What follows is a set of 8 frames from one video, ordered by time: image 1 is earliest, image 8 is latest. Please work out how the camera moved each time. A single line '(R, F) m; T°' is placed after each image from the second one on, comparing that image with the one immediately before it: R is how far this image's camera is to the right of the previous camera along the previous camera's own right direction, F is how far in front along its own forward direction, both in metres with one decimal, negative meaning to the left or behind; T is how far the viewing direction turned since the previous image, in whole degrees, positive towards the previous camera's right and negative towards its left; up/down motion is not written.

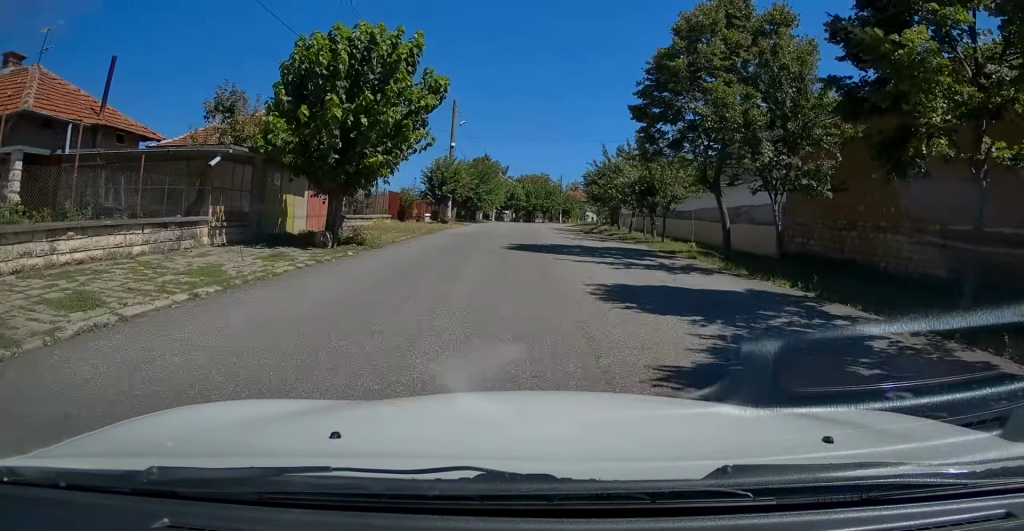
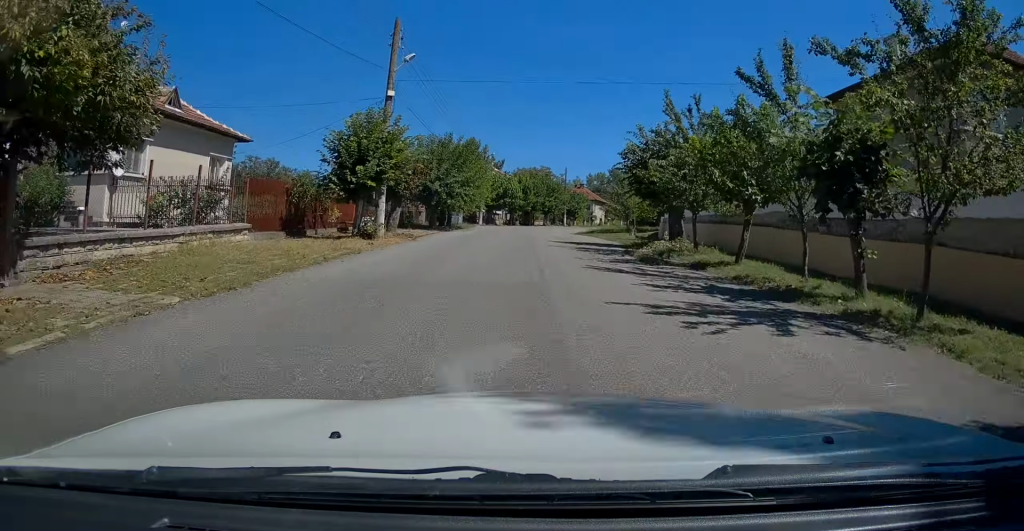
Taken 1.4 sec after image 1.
(+0.4, +17.0) m; +2°
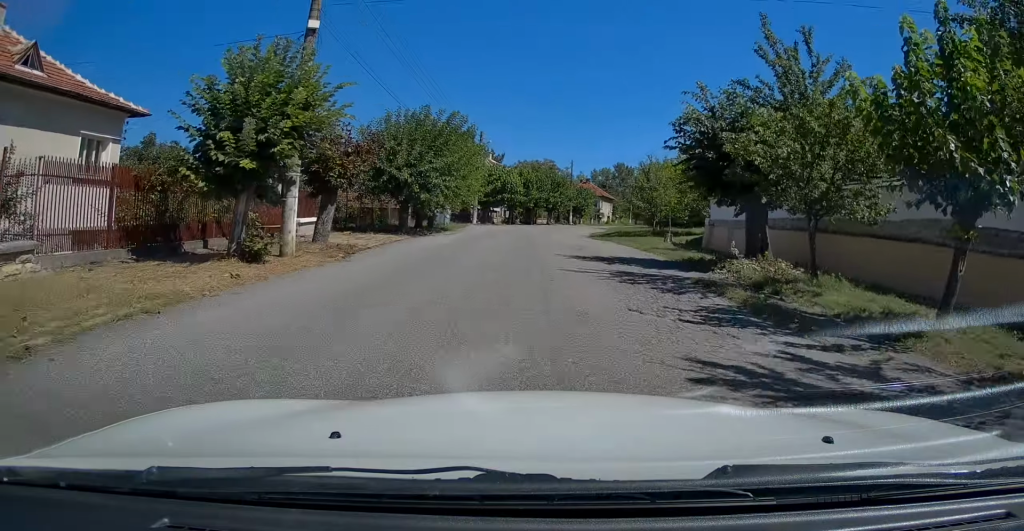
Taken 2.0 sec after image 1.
(0.0, +8.1) m; -1°
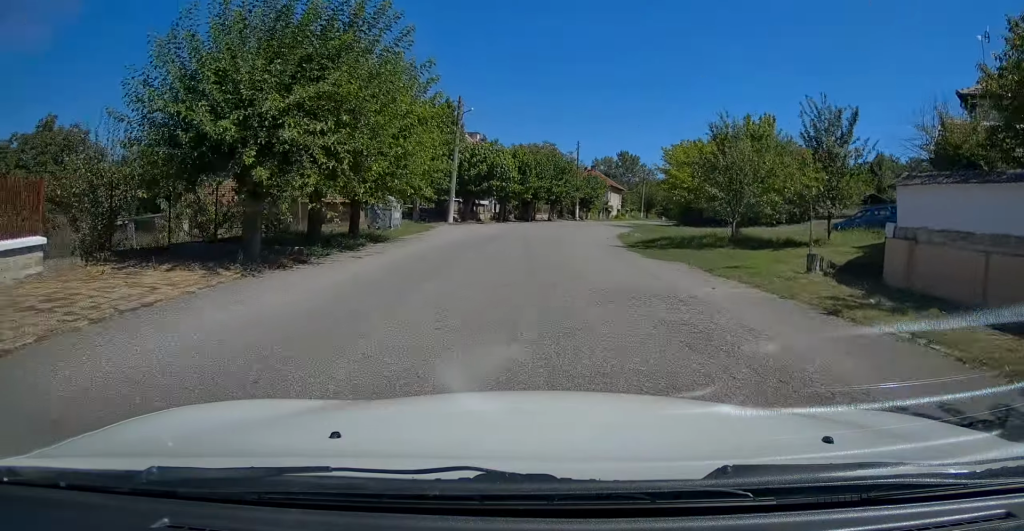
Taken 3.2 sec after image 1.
(-0.3, +13.6) m; 0°
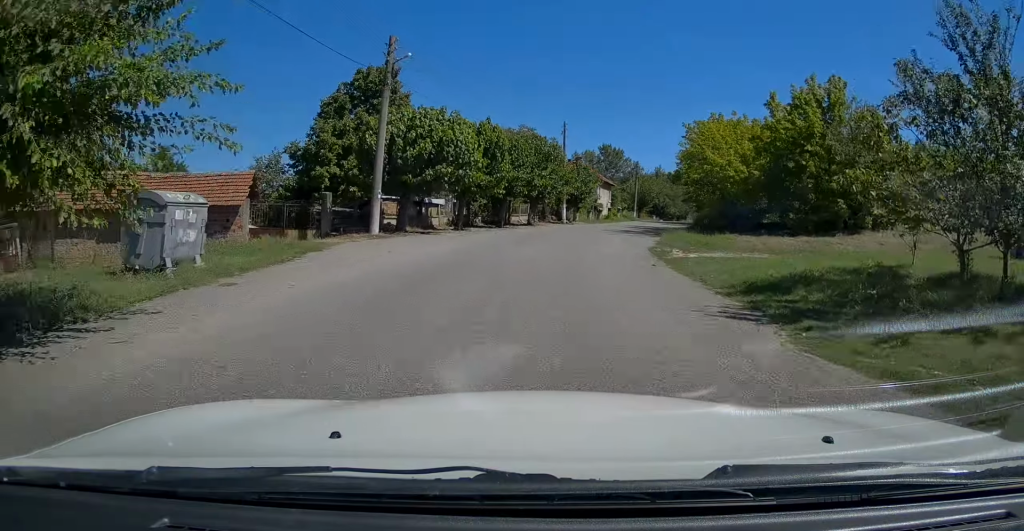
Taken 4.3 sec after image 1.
(+0.2, +13.5) m; +2°
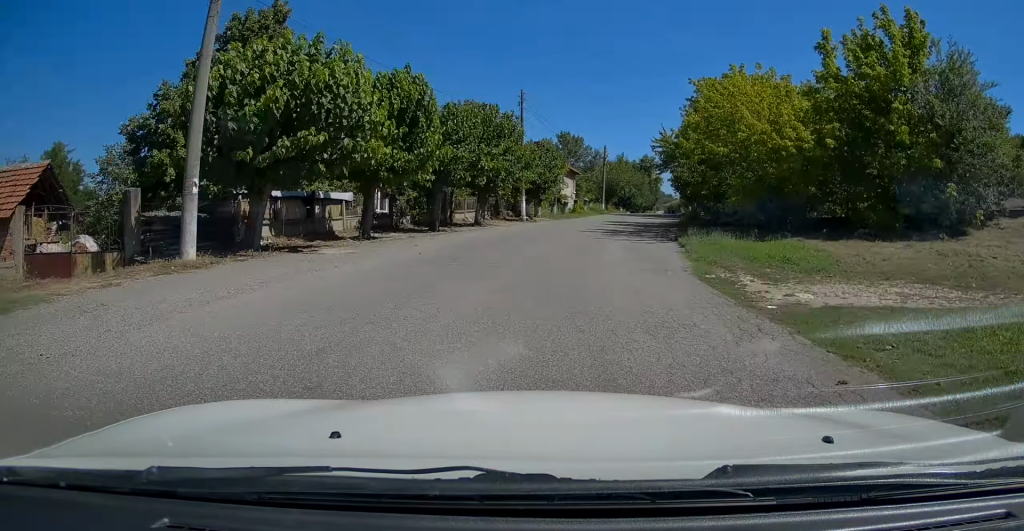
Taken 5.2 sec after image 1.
(+0.2, +10.5) m; +4°
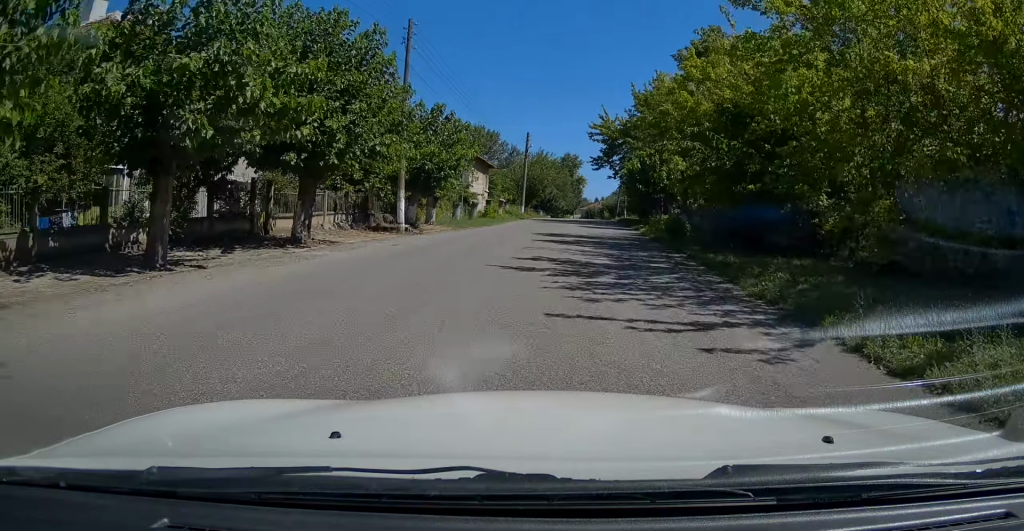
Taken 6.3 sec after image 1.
(+0.8, +14.3) m; +6°
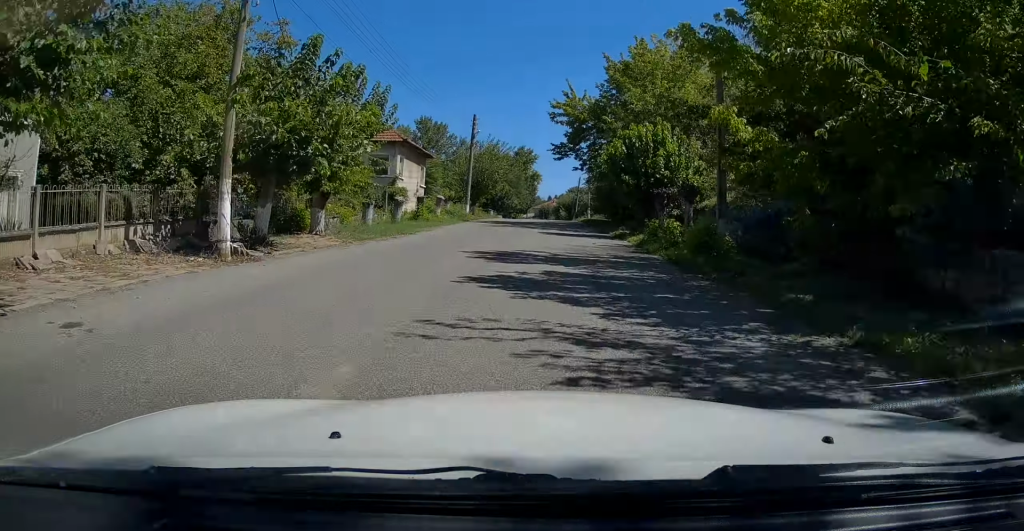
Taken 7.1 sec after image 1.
(+0.3, +10.0) m; +3°
